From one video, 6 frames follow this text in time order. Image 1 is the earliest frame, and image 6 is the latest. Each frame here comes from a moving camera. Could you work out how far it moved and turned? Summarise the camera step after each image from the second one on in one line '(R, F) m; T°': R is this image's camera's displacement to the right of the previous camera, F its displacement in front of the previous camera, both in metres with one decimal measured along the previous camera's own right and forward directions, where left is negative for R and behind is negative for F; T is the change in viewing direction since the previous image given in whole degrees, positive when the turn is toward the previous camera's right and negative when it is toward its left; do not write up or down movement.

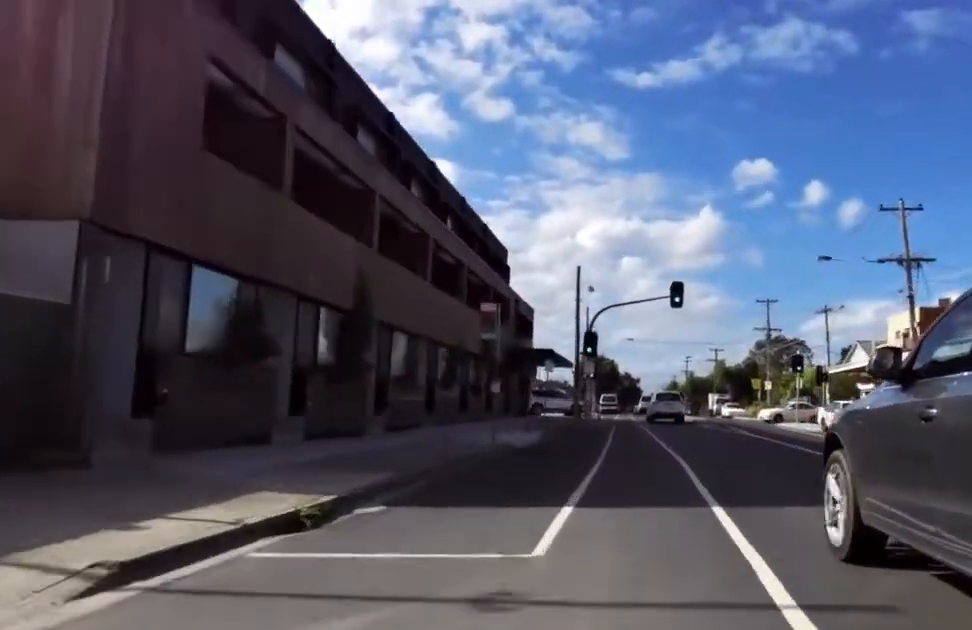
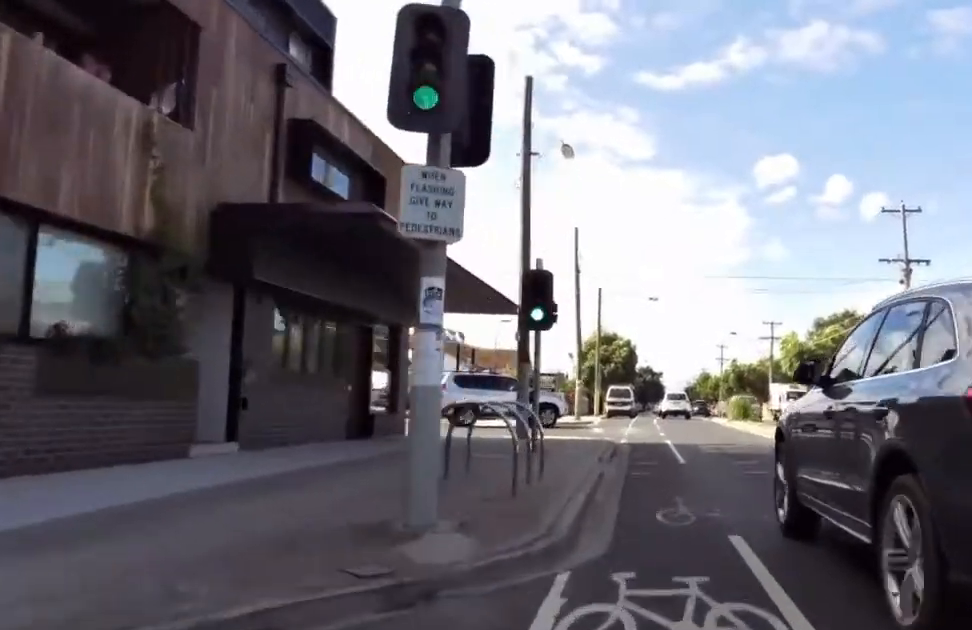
(-1.0, +27.4) m; 0°
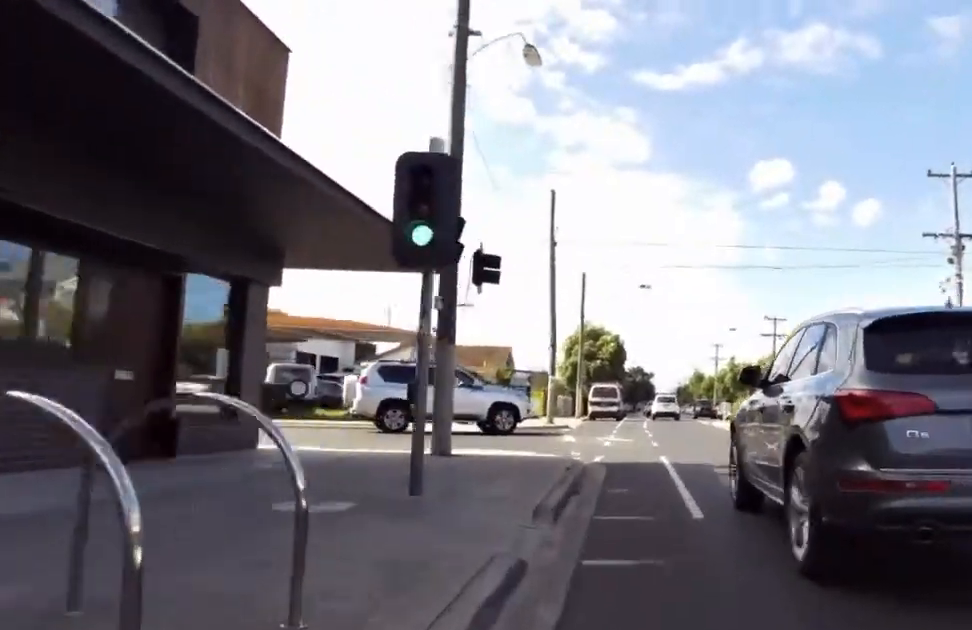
(-0.8, +6.3) m; +1°
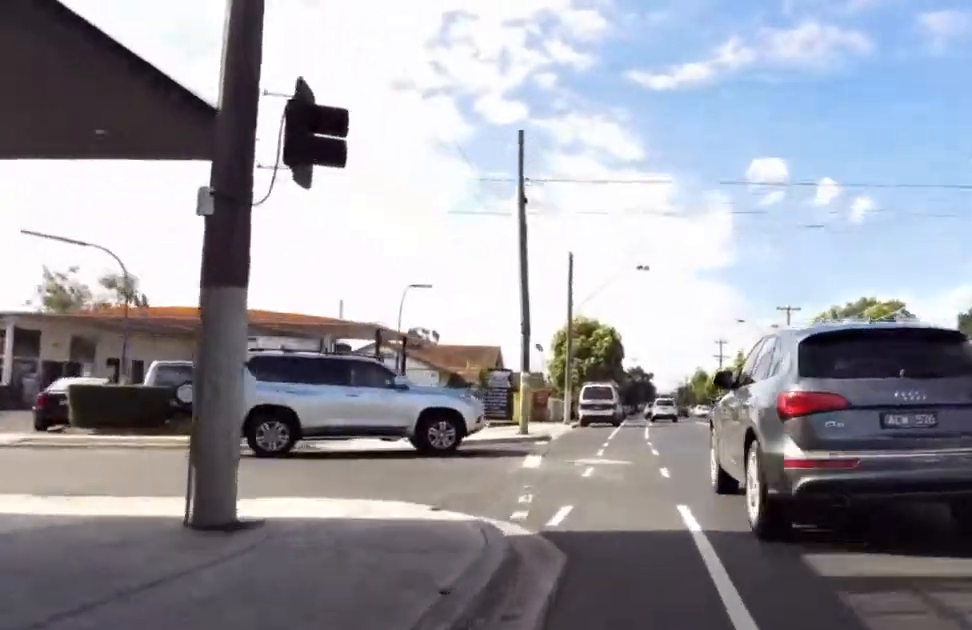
(+0.4, +6.2) m; 0°
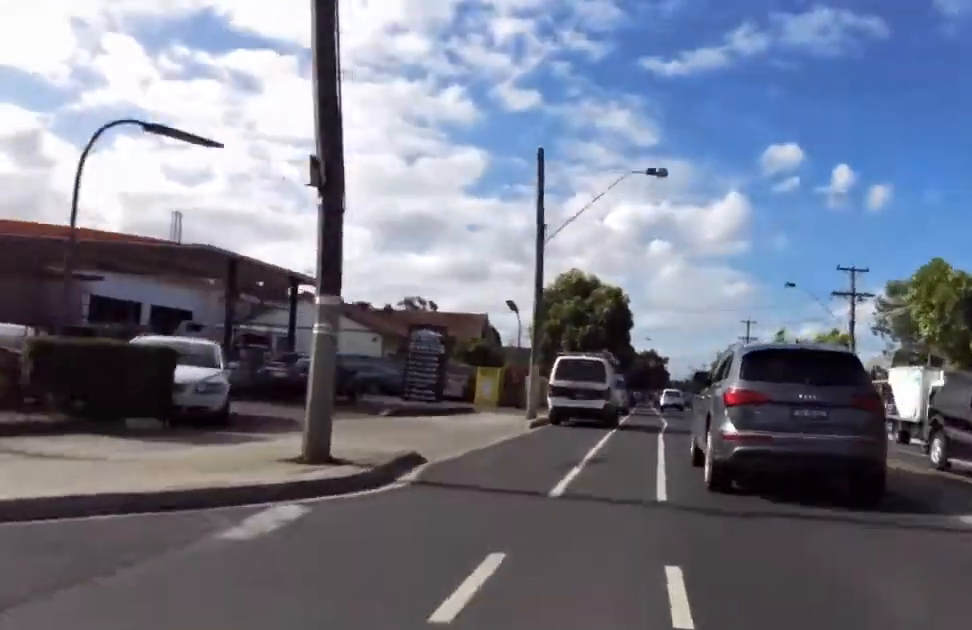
(-0.5, +14.0) m; -1°
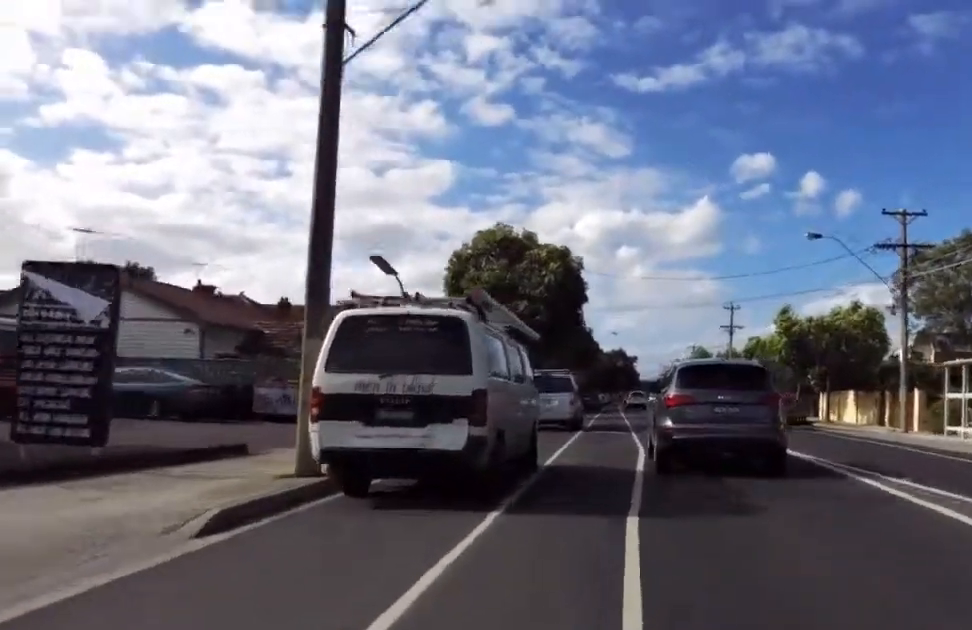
(+0.2, +13.6) m; 0°
